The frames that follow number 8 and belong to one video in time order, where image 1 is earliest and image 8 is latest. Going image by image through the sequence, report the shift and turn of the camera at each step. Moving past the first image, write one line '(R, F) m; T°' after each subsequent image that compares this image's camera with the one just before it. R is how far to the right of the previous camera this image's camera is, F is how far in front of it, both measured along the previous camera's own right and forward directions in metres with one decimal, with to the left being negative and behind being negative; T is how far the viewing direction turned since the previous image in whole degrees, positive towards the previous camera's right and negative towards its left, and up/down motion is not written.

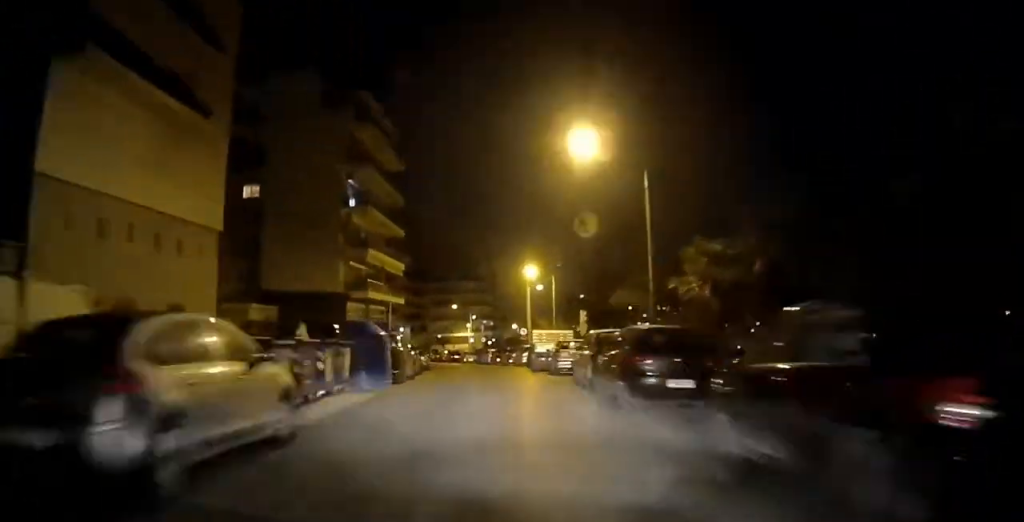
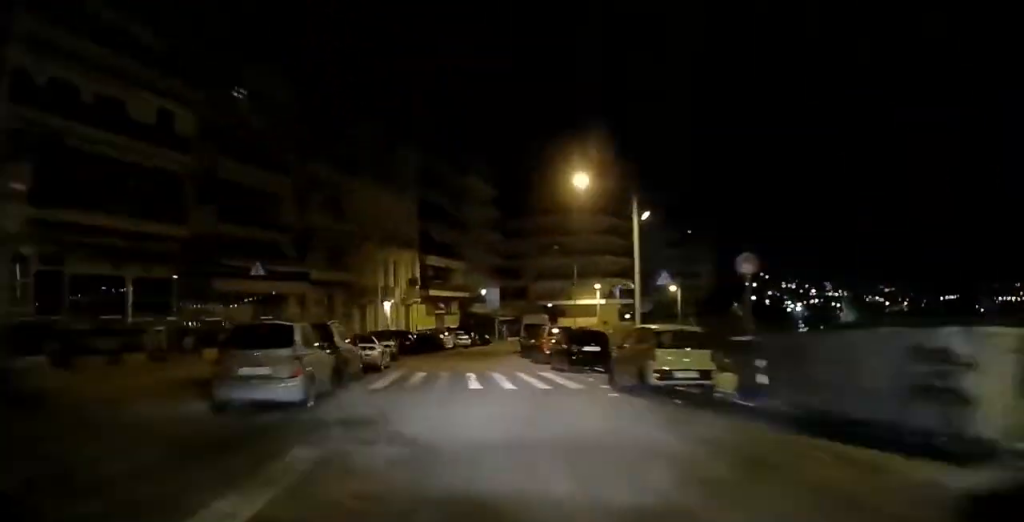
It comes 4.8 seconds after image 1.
(-2.5, +54.9) m; +1°
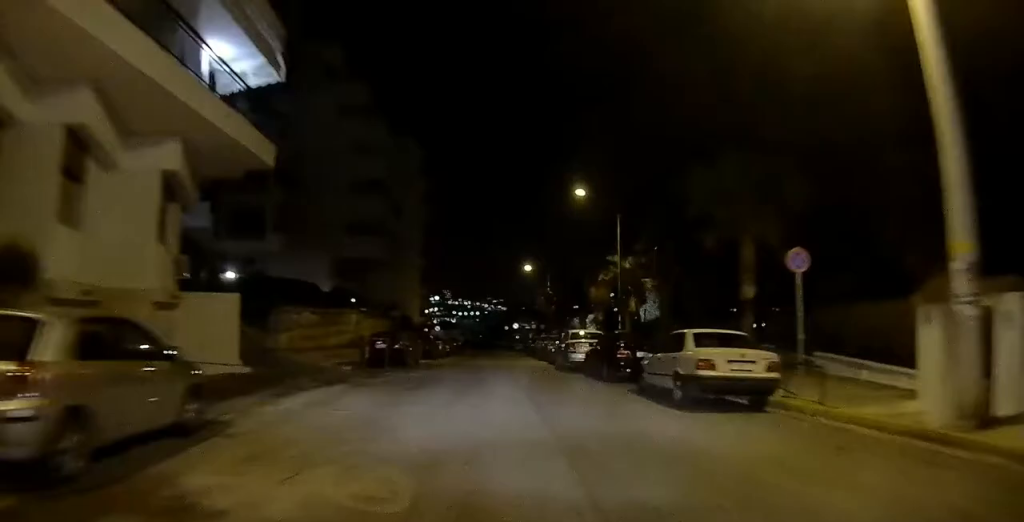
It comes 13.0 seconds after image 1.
(+19.5, +84.2) m; +23°
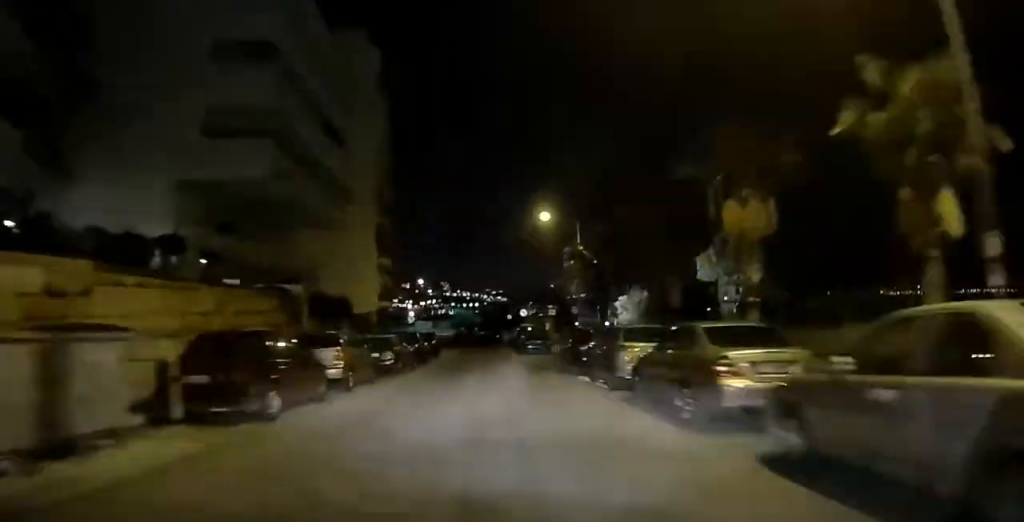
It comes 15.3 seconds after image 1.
(+1.2, +24.4) m; -2°
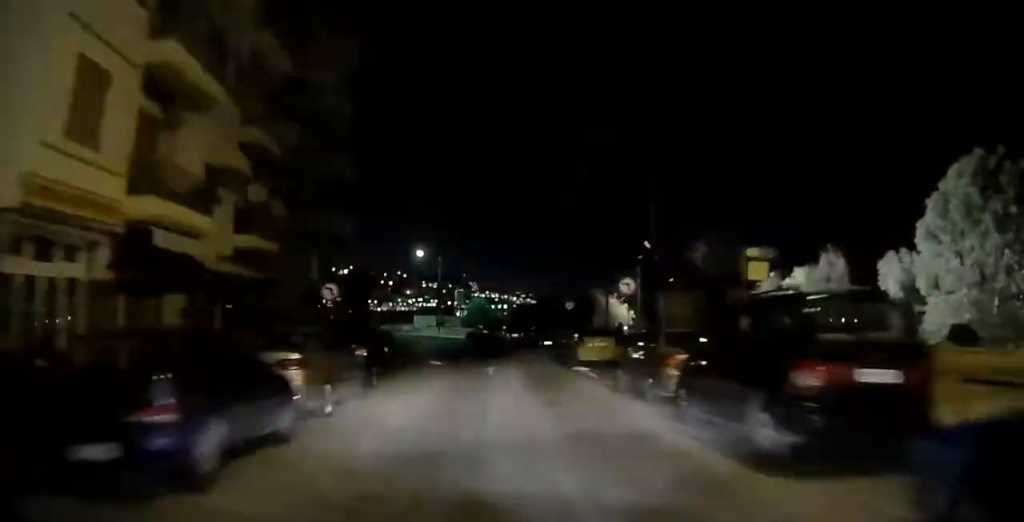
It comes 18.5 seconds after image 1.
(+1.5, +32.3) m; -12°
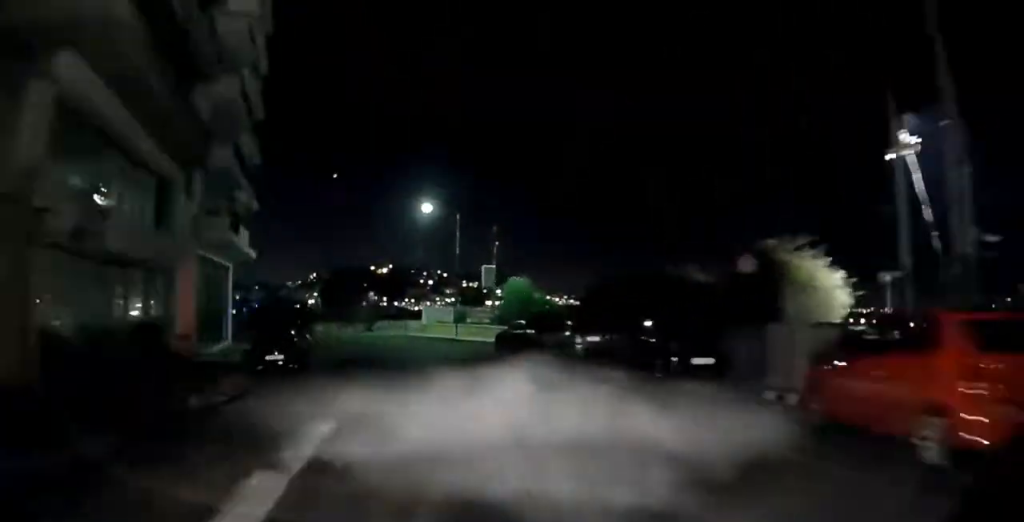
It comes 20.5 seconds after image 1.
(-2.9, +18.0) m; -14°
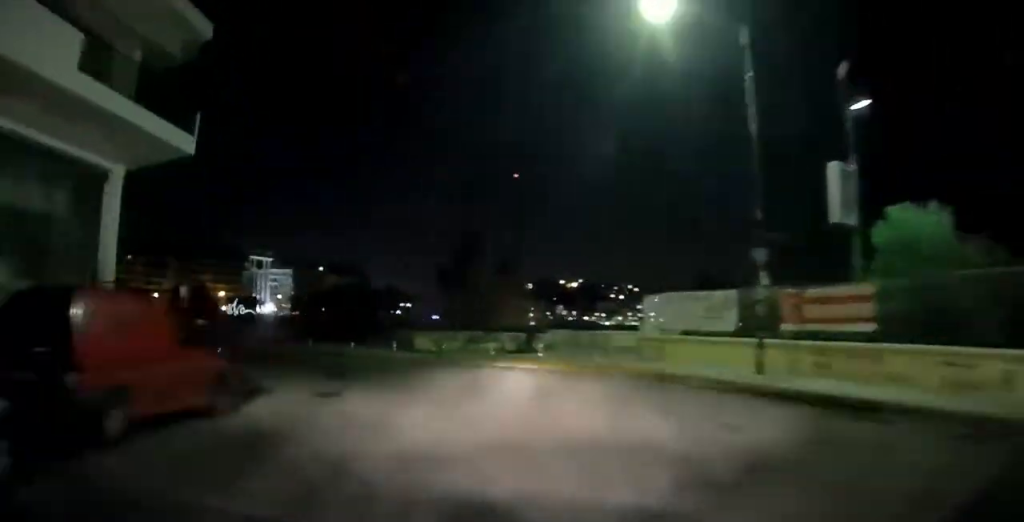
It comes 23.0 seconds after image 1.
(-3.0, +22.8) m; -21°
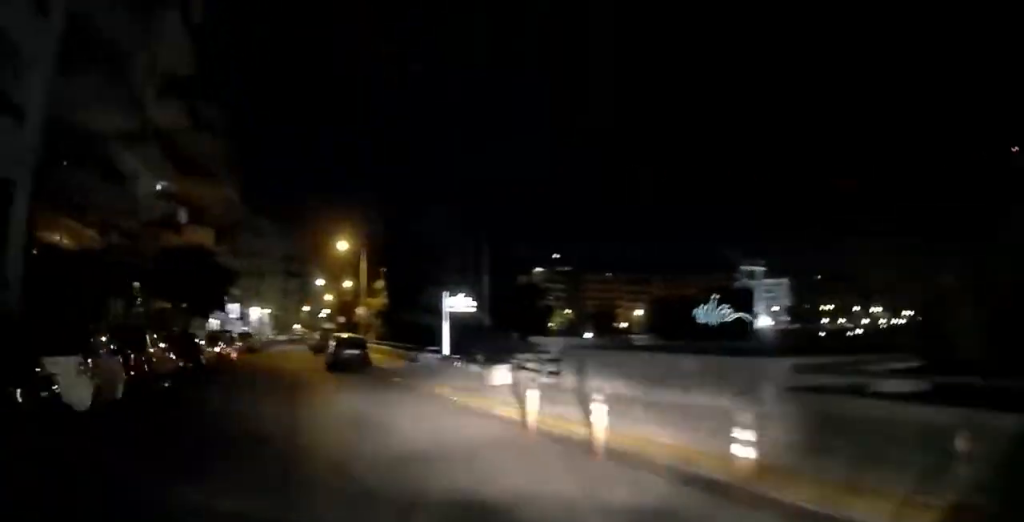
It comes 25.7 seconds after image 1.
(-4.9, +20.7) m; -17°
